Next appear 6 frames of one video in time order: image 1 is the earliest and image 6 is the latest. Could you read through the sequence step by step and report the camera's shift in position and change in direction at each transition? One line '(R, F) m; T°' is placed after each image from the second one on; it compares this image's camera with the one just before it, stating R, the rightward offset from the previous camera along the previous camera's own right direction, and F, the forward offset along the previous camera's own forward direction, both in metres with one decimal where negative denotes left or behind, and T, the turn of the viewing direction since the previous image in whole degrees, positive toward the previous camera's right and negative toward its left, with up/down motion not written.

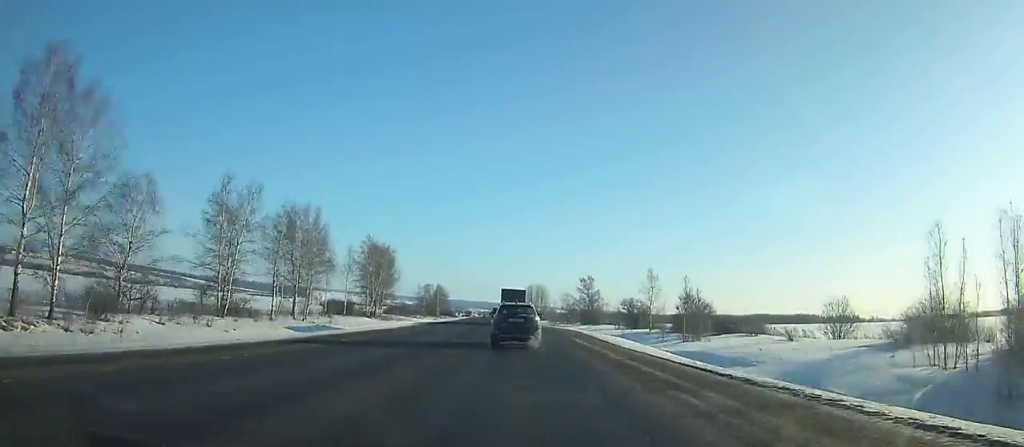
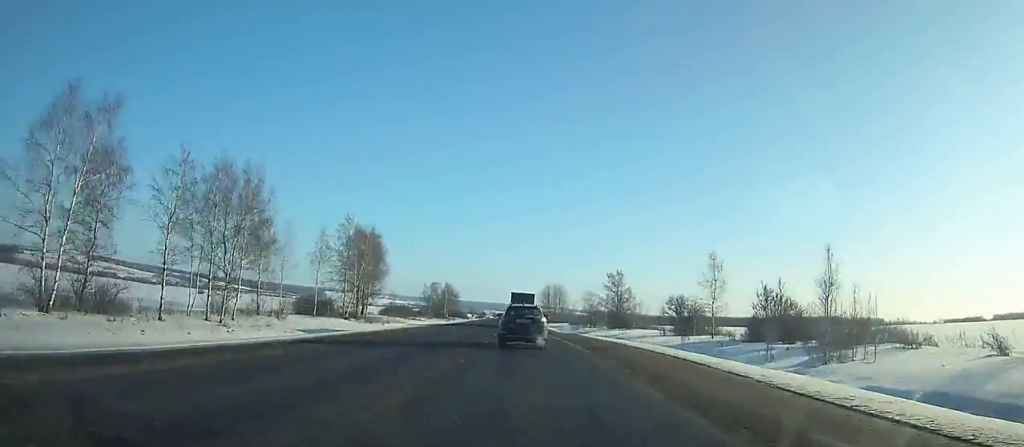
(0.0, +25.9) m; -1°
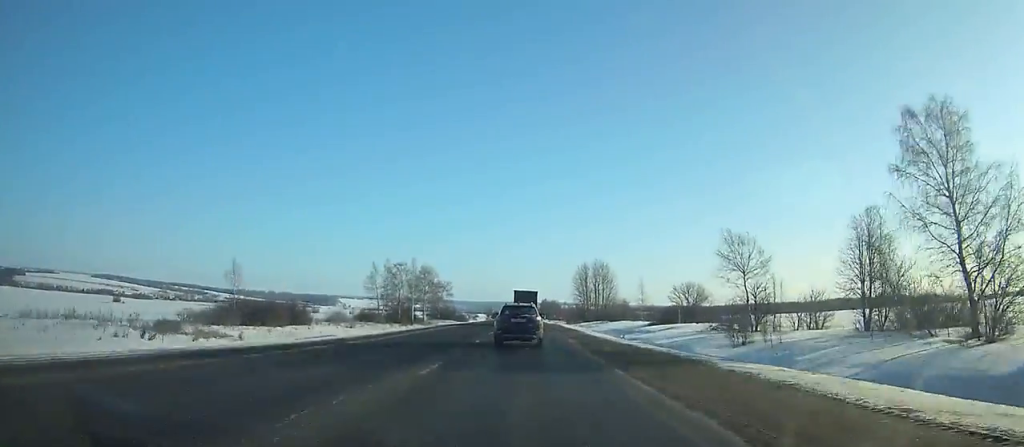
(-3.2, +108.6) m; -2°
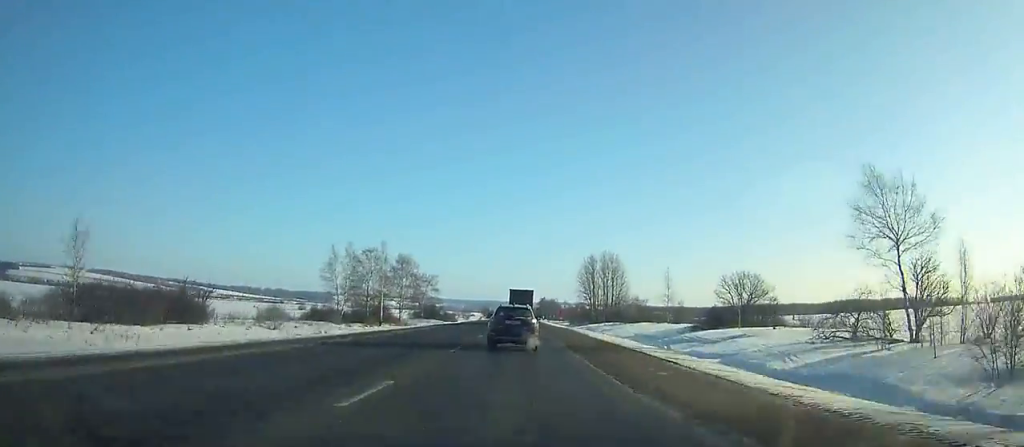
(0.0, +28.0) m; 0°
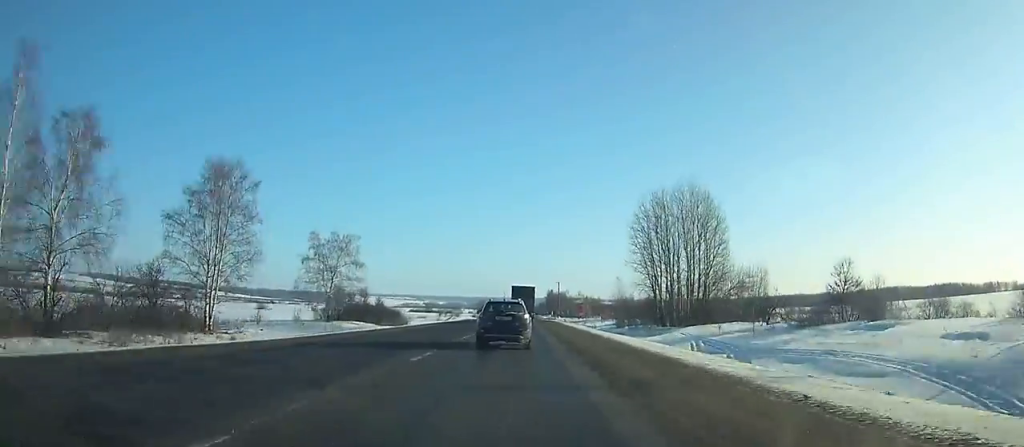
(0.0, +88.3) m; 0°
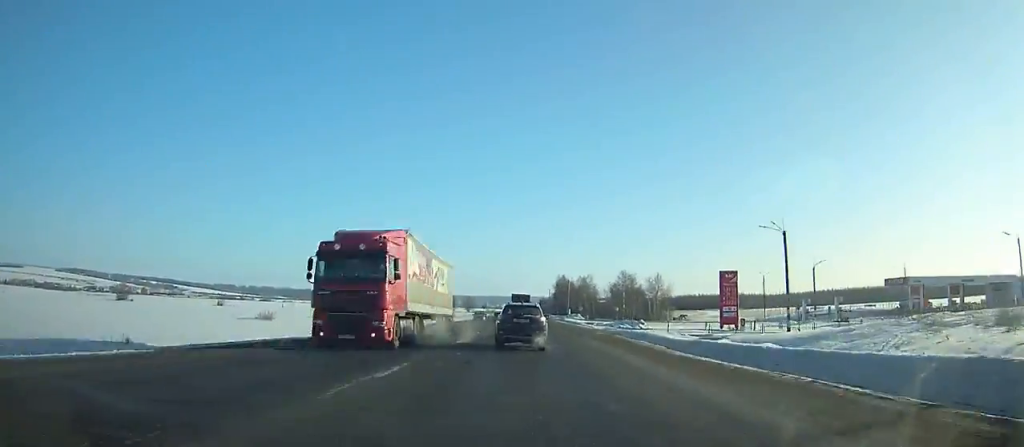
(-1.2, +160.6) m; 0°
